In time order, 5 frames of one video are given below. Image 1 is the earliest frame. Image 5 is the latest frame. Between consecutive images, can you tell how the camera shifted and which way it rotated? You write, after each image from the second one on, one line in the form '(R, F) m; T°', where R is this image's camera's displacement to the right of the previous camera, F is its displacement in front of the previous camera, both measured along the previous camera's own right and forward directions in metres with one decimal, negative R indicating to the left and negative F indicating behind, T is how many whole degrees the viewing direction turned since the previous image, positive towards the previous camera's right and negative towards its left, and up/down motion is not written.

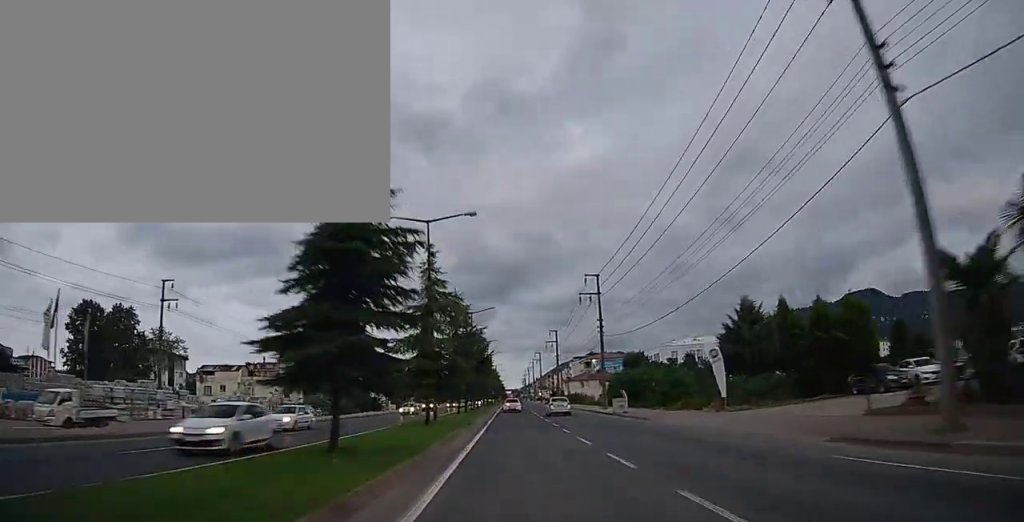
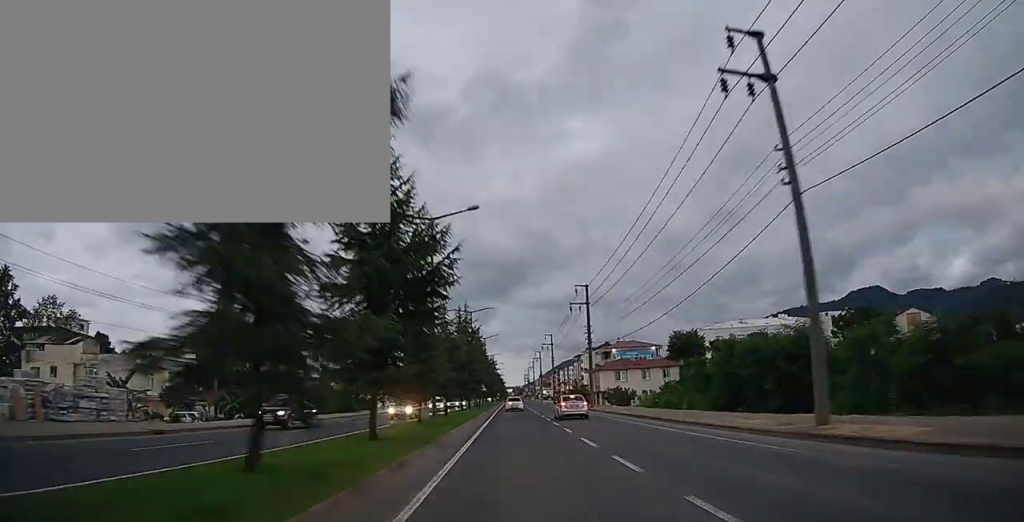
(+0.2, +34.2) m; 0°
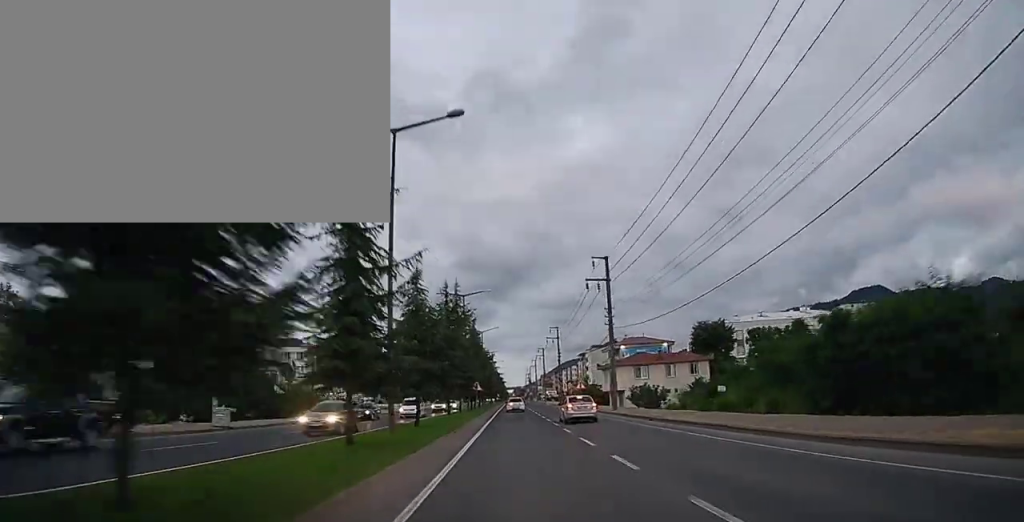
(0.0, +12.2) m; 0°
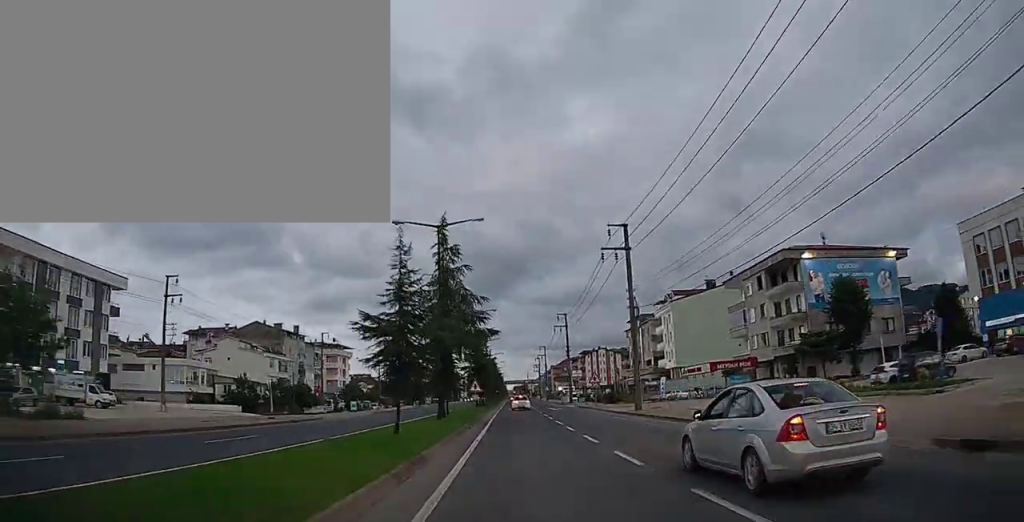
(-0.4, +92.1) m; 0°
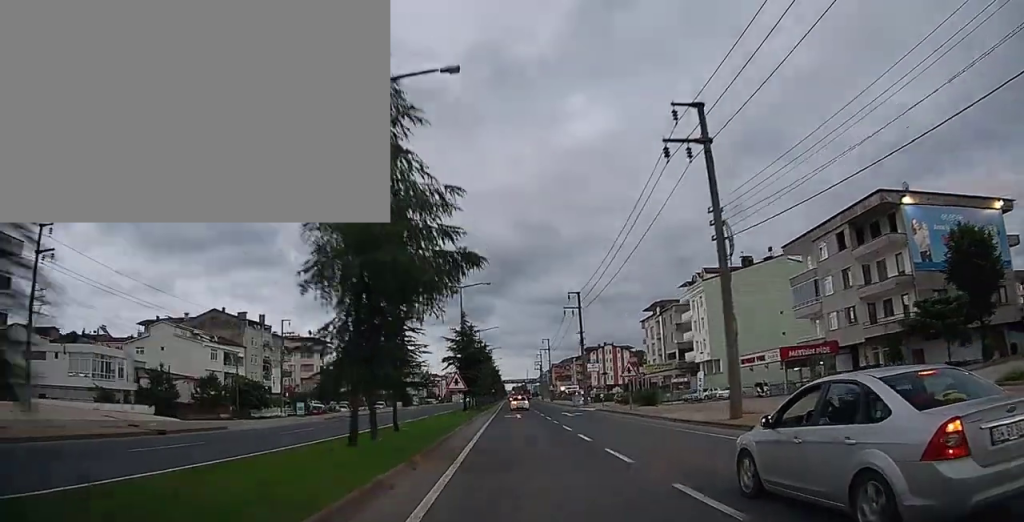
(0.0, +16.8) m; 0°
